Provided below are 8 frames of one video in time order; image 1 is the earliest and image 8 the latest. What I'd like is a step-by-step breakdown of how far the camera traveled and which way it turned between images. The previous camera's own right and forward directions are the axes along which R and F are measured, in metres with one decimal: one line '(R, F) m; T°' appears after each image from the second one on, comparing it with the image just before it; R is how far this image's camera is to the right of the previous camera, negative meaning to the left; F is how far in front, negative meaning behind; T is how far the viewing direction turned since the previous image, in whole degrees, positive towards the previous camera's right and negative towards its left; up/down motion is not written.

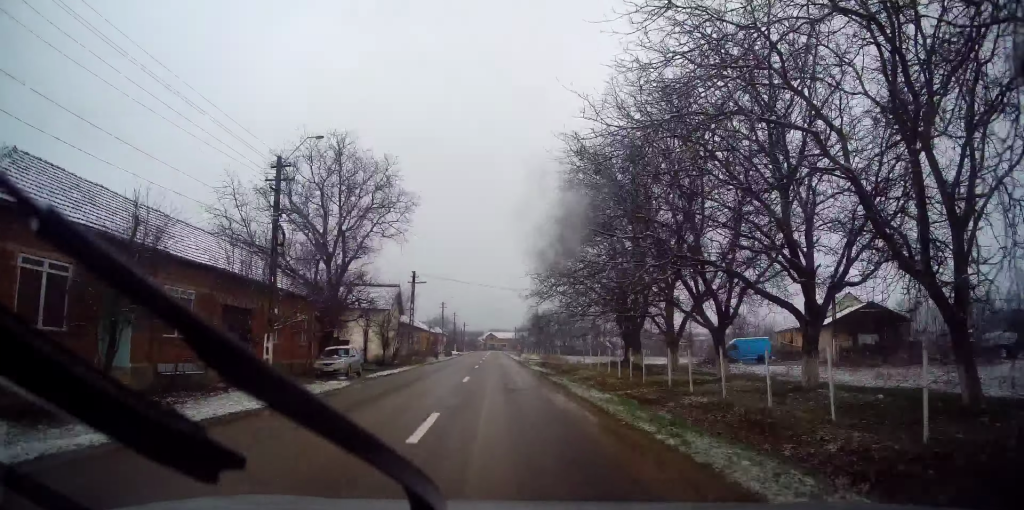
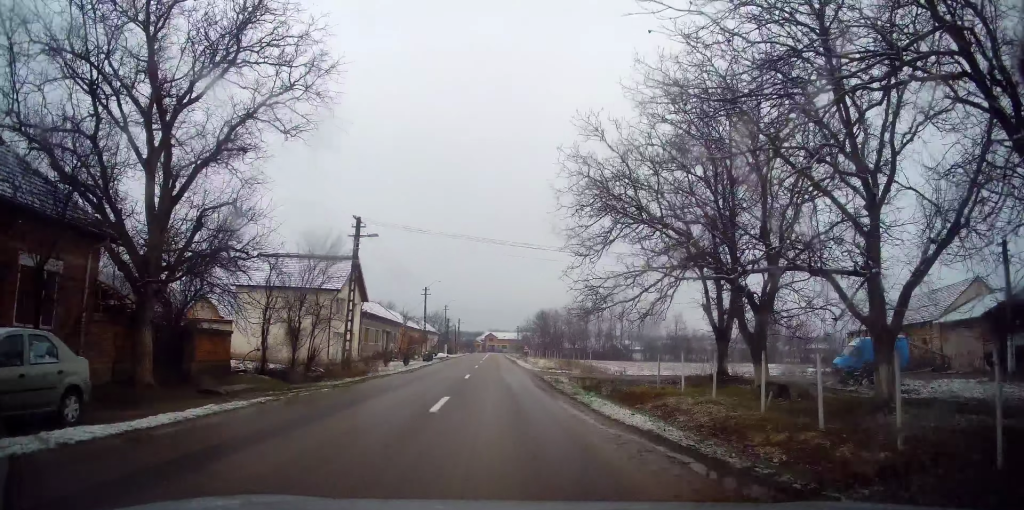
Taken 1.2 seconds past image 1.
(-0.2, +20.2) m; -1°
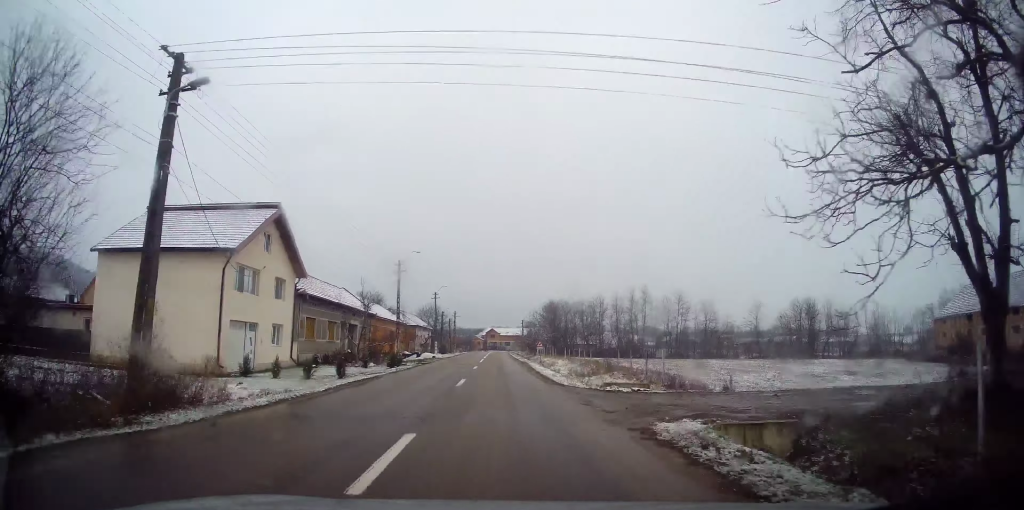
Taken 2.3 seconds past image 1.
(-0.1, +17.3) m; +1°
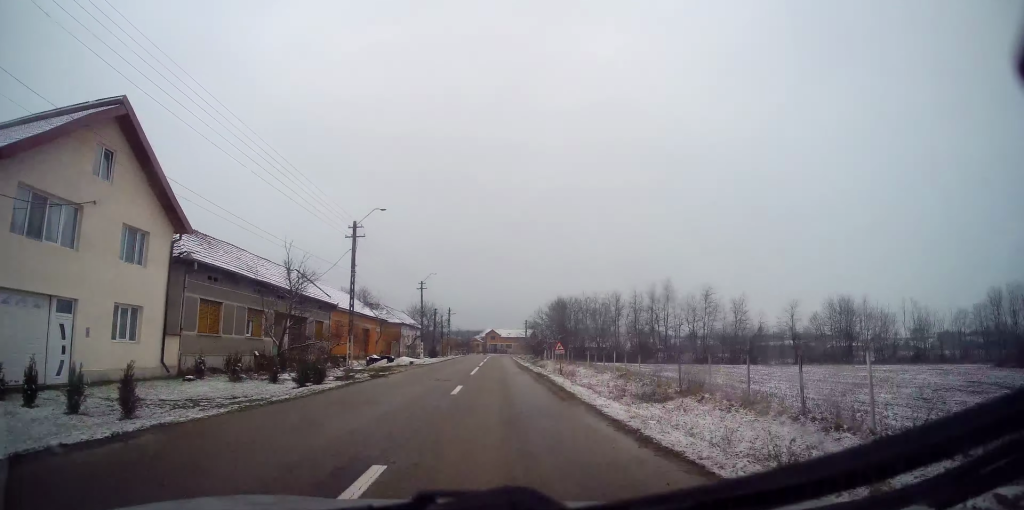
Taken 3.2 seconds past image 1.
(+0.3, +14.0) m; 0°
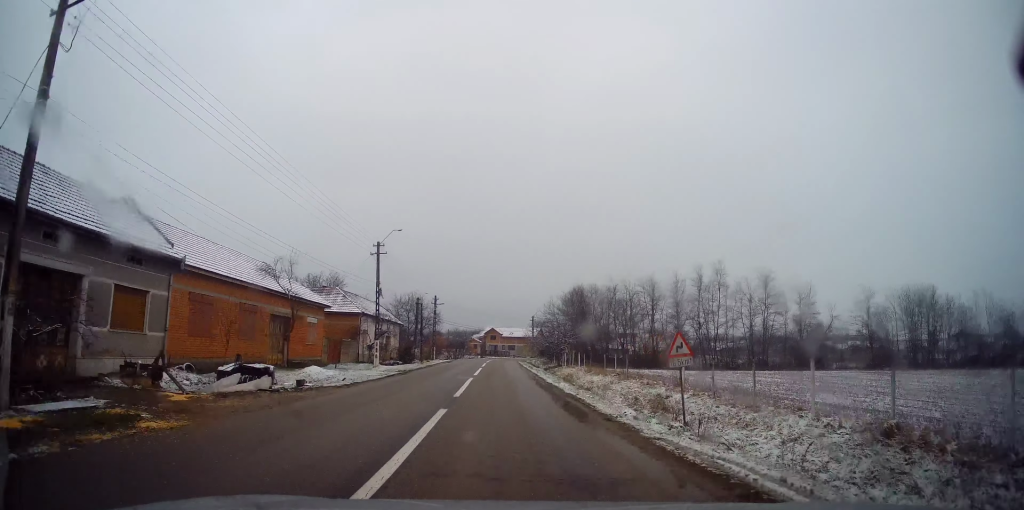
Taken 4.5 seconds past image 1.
(-0.3, +21.9) m; -1°
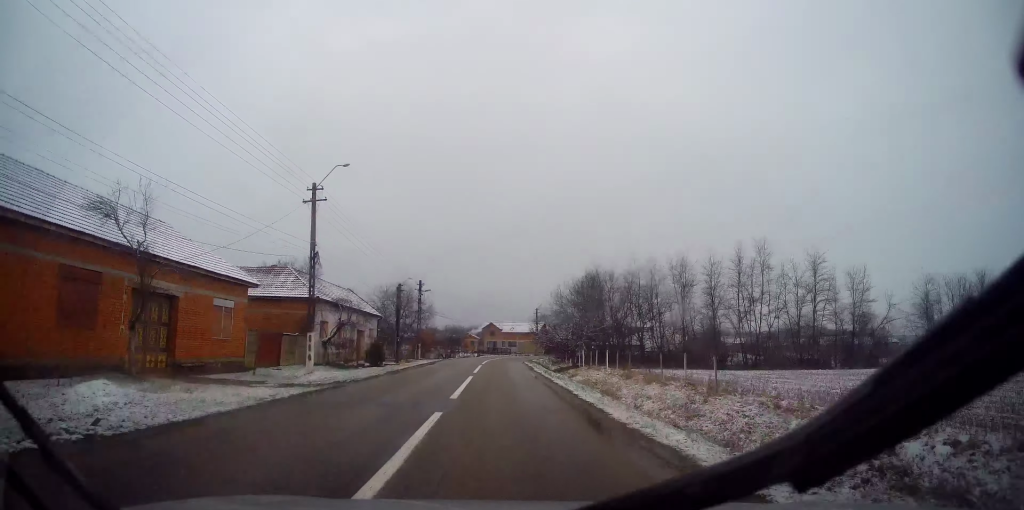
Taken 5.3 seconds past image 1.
(+0.1, +12.7) m; +1°
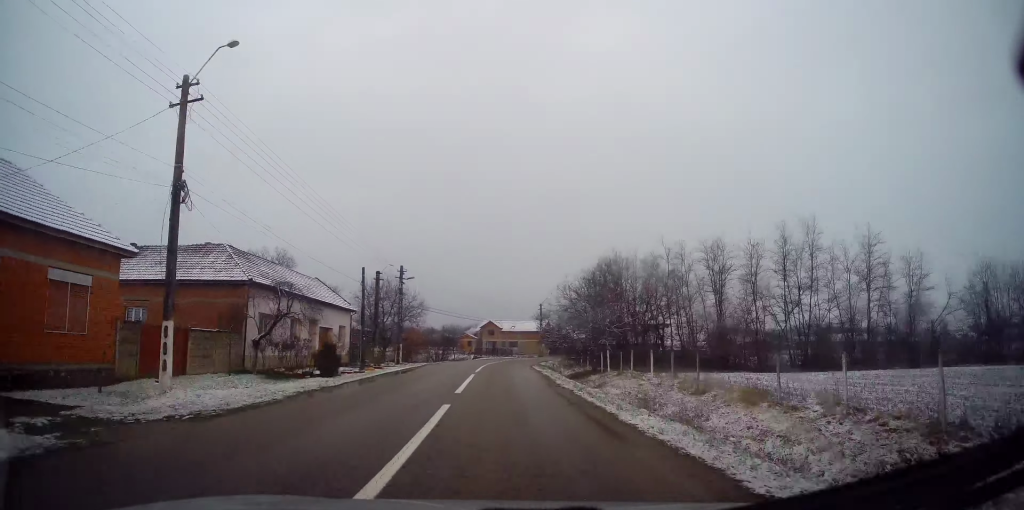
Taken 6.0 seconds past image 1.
(+0.1, +10.4) m; 0°
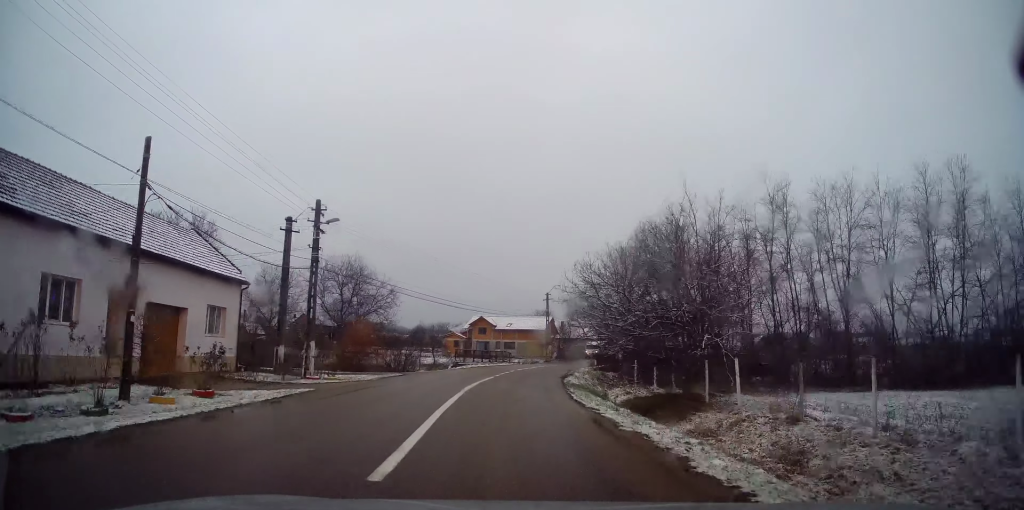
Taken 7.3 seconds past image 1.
(-0.2, +20.1) m; +1°
